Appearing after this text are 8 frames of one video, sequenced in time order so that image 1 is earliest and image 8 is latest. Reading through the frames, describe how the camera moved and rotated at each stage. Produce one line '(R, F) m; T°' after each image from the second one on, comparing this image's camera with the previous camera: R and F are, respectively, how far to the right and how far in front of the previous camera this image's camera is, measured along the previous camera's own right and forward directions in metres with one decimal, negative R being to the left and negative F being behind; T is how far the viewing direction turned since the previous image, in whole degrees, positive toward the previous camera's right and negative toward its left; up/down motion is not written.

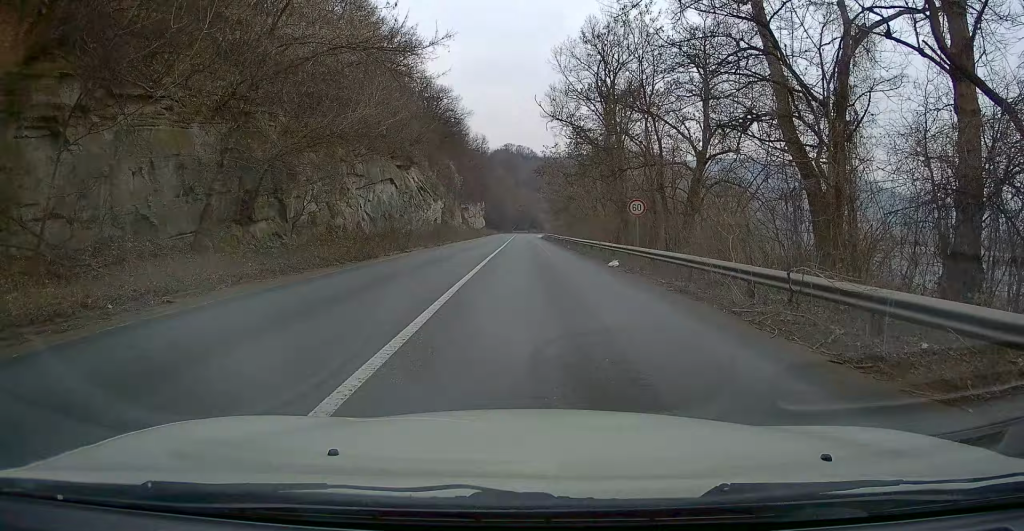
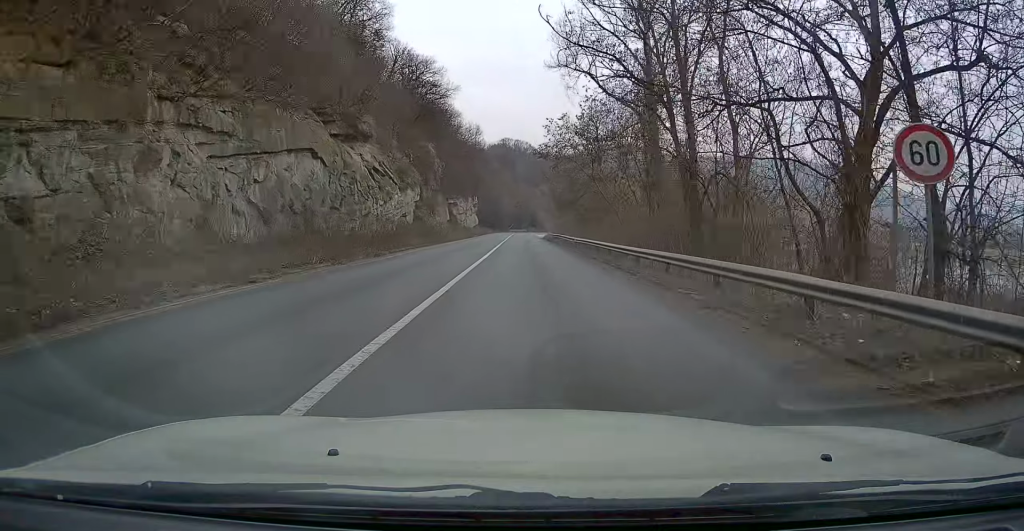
(+0.3, +18.0) m; +1°
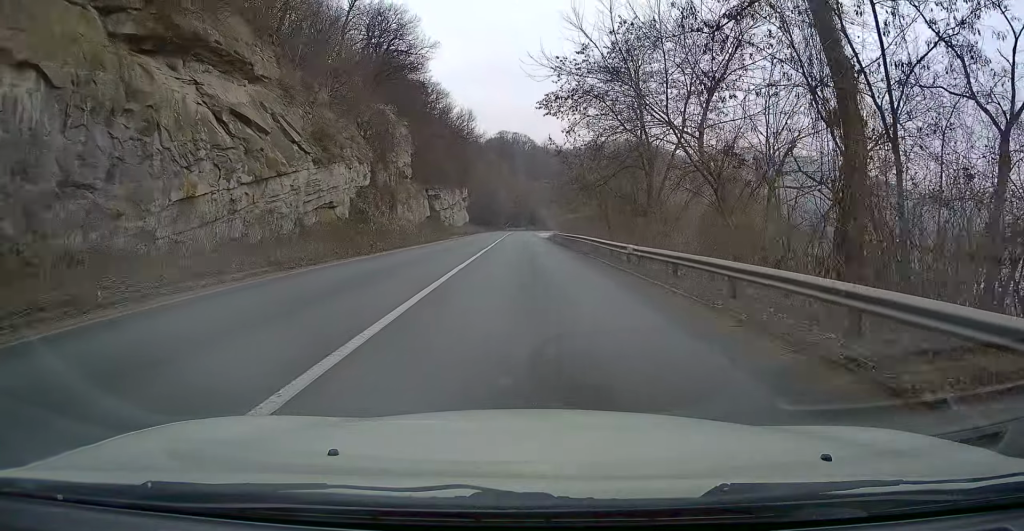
(+0.1, +20.8) m; 0°
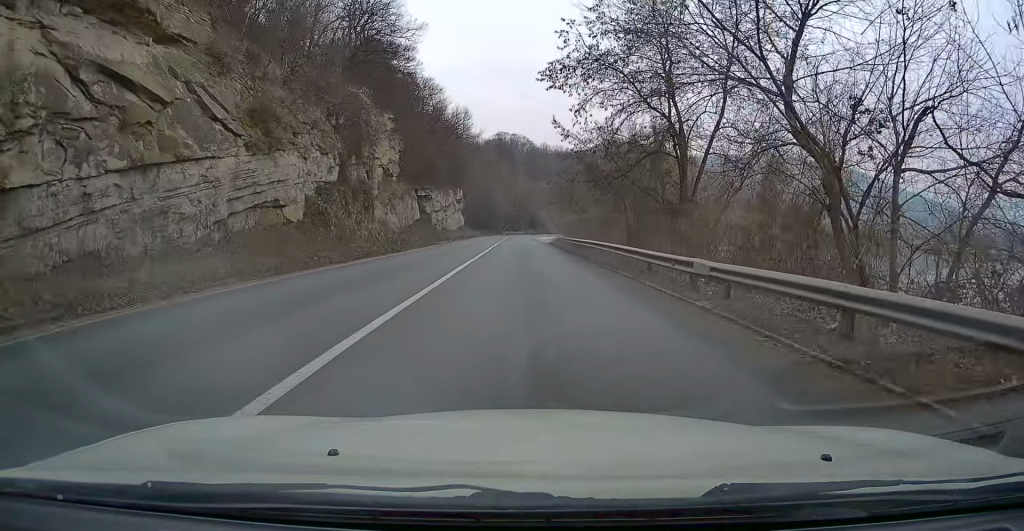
(0.0, +7.6) m; 0°
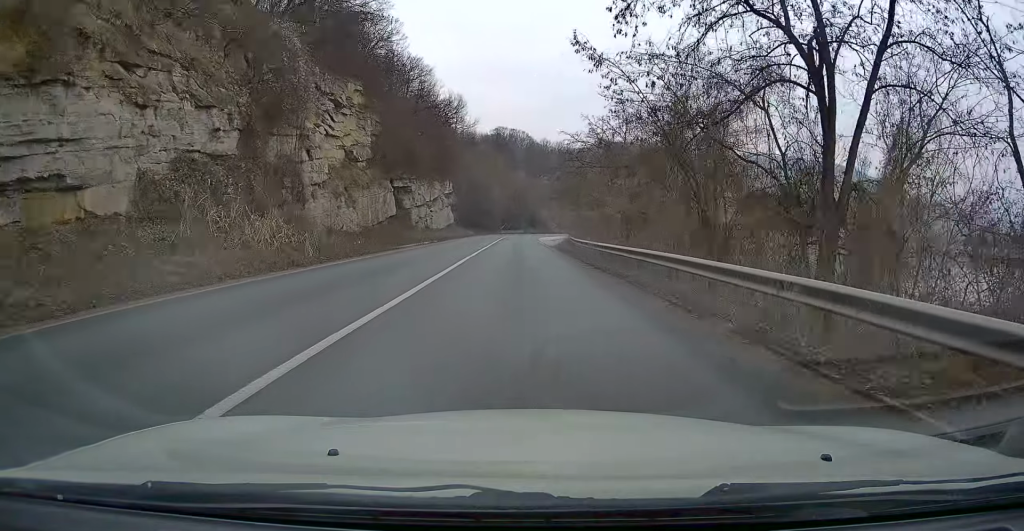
(-0.1, +13.7) m; 0°
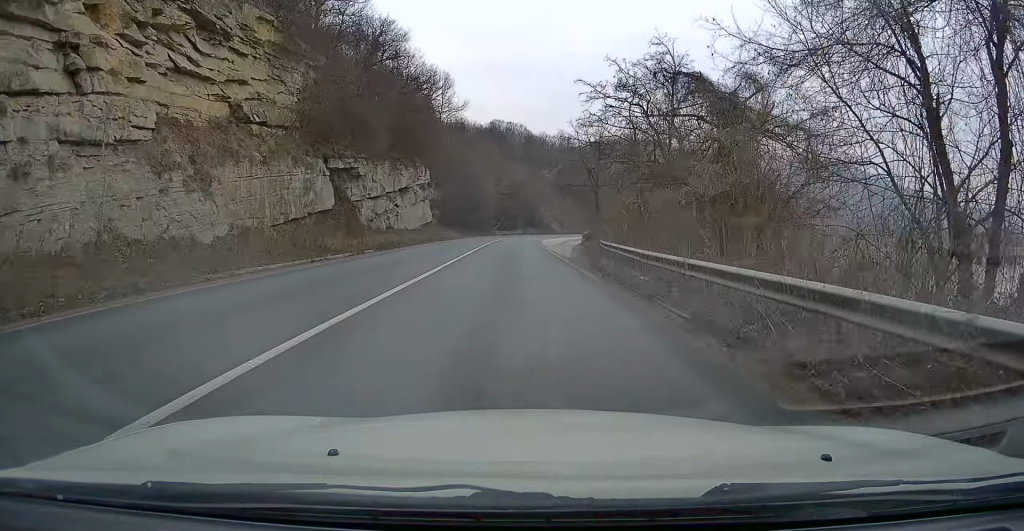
(+0.1, +20.7) m; 0°
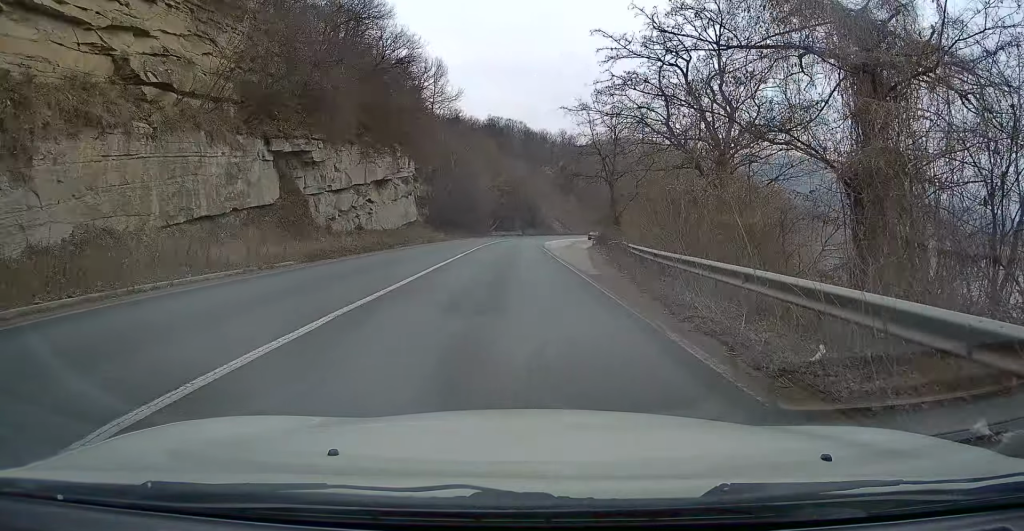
(0.0, +10.2) m; 0°
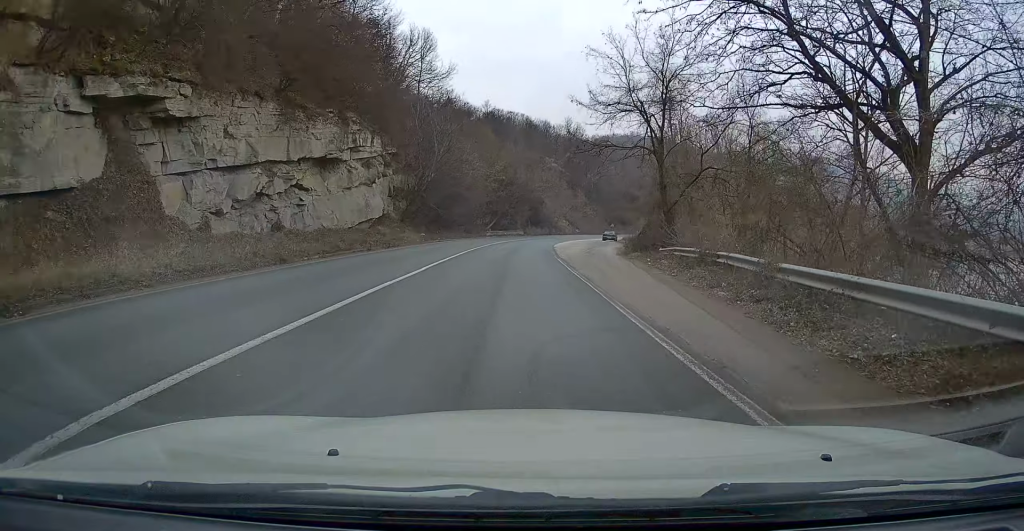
(-0.1, +15.8) m; 0°
